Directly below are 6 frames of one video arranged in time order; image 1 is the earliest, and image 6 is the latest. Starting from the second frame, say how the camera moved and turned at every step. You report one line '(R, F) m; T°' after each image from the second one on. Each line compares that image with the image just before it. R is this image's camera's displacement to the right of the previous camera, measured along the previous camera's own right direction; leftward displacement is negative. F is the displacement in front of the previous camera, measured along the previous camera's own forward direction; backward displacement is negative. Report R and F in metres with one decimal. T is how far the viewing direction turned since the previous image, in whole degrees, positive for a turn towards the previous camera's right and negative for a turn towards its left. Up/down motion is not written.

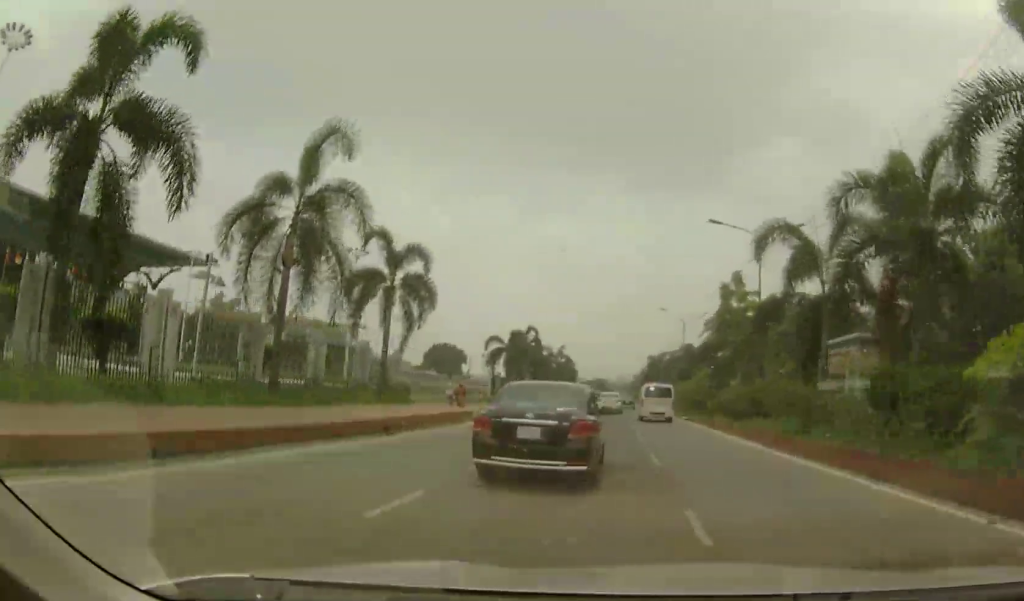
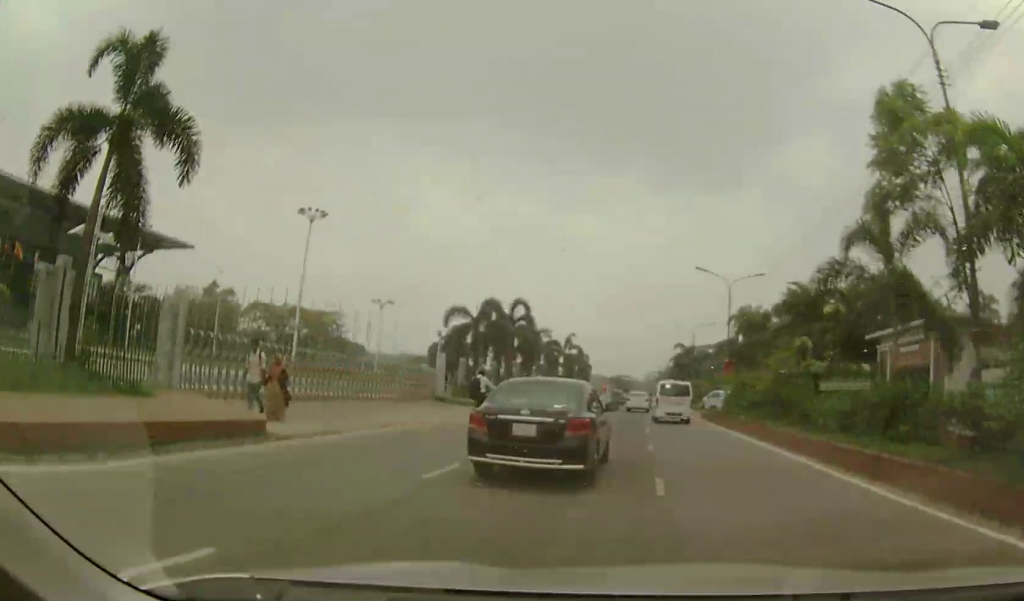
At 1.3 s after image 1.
(0.0, +15.3) m; -2°
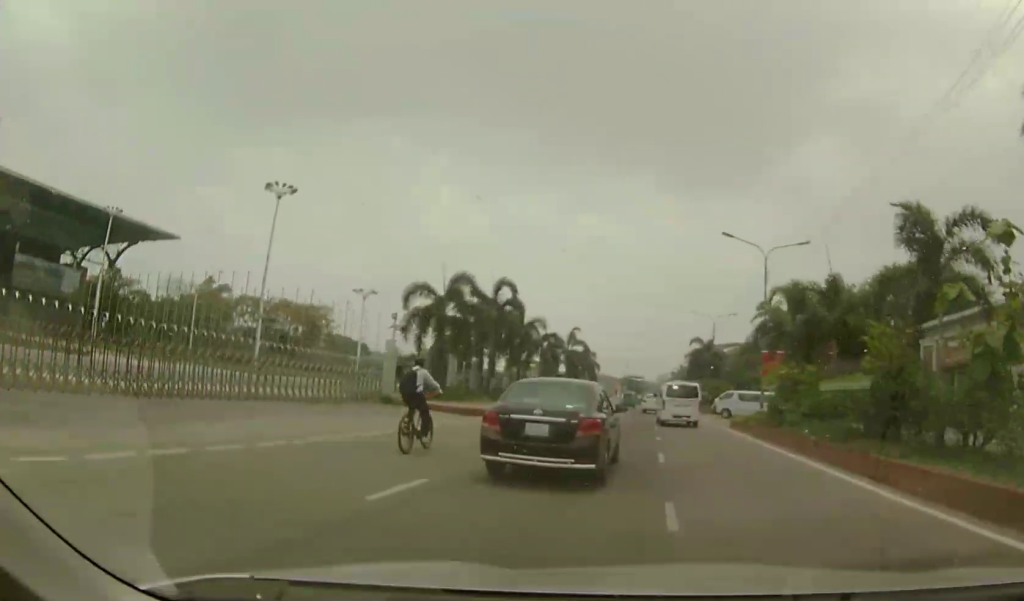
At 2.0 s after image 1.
(-0.3, +8.0) m; -2°
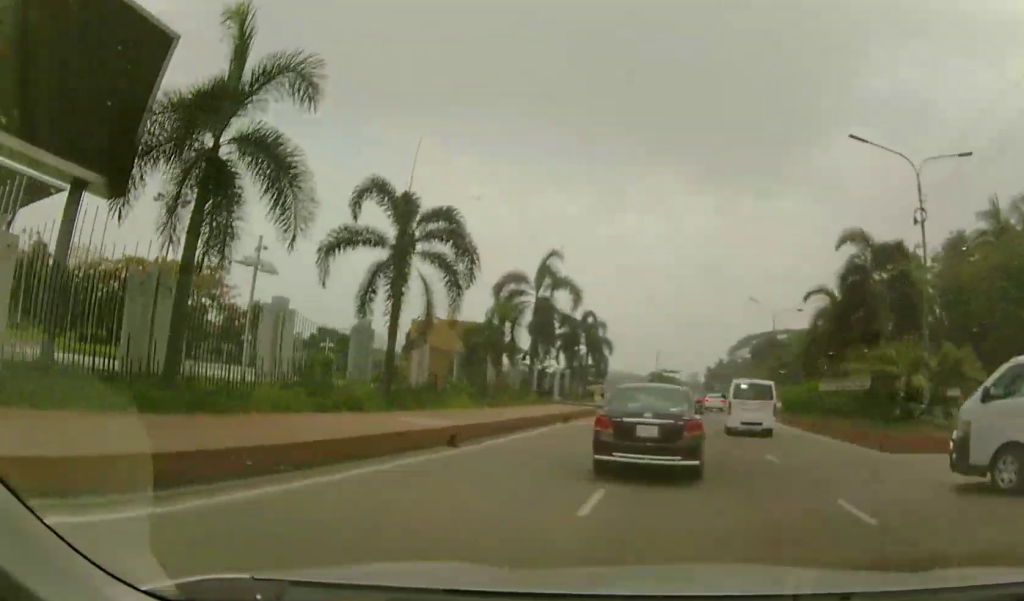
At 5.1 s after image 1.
(-1.5, +36.7) m; -1°
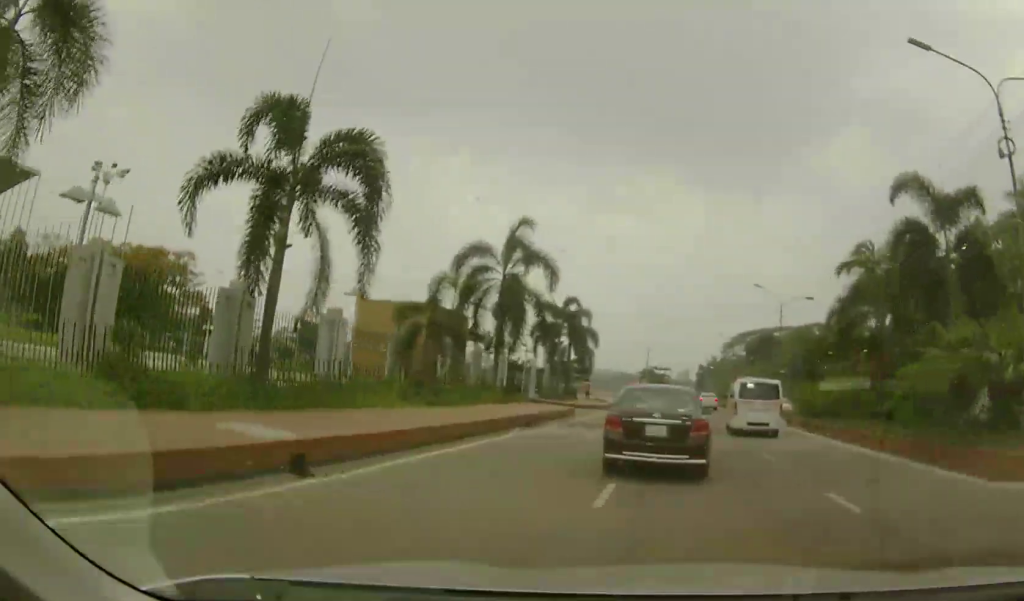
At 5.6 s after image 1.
(+0.1, +5.6) m; +1°
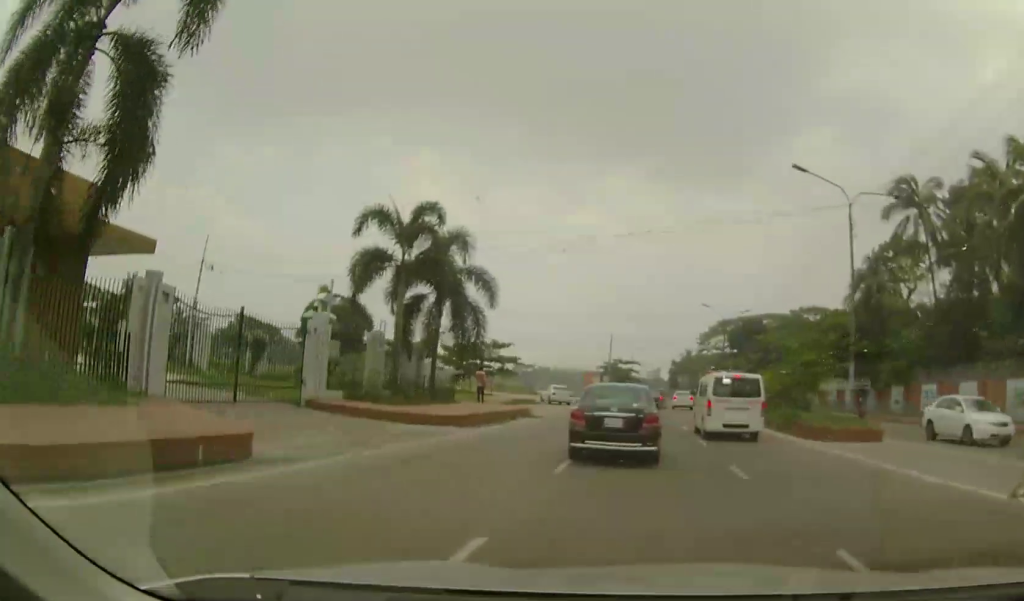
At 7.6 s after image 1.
(+0.6, +20.7) m; +1°
